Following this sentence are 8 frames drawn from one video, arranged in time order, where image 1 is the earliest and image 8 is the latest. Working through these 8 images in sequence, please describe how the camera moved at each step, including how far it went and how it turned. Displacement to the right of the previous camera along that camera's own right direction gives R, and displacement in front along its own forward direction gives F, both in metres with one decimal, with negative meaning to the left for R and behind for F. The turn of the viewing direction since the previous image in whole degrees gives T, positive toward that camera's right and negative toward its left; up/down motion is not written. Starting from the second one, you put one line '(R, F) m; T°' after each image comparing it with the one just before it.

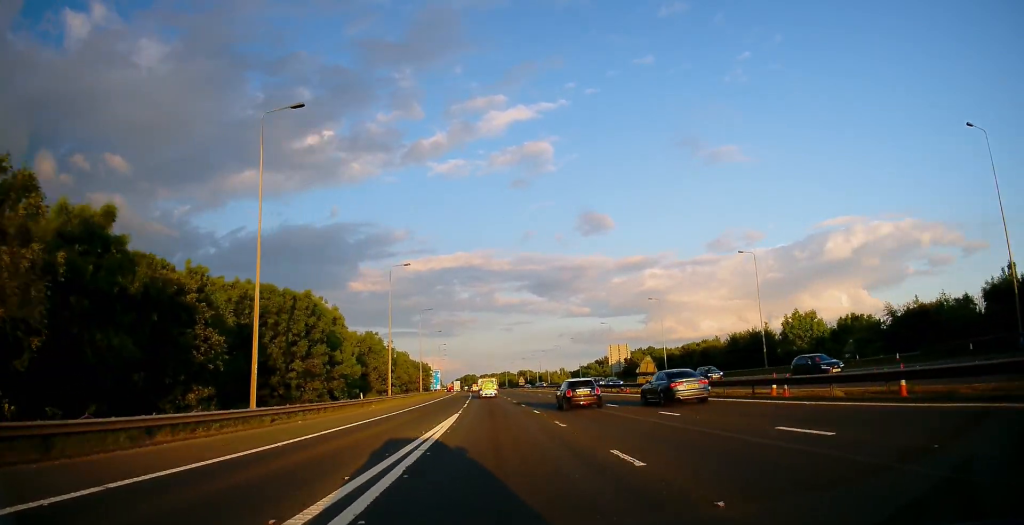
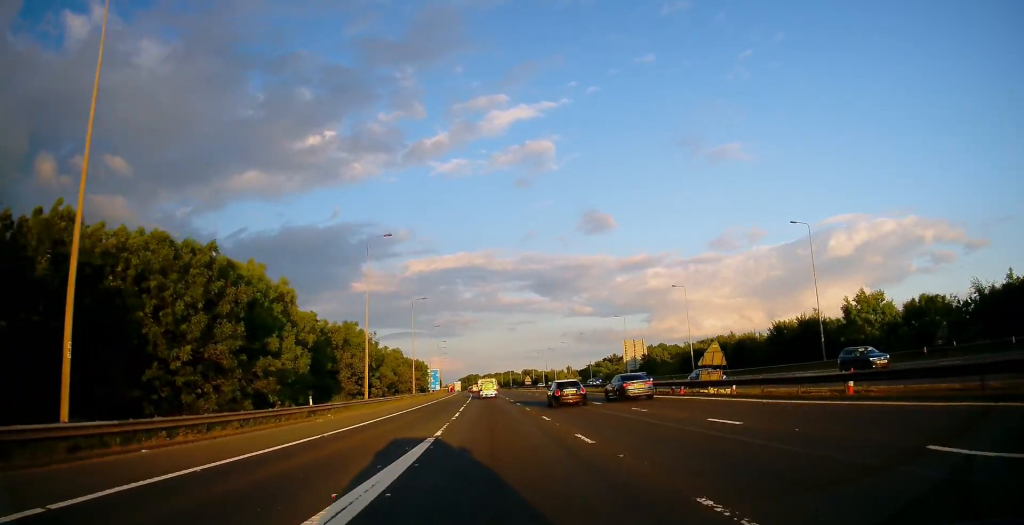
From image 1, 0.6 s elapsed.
(0.0, +14.1) m; 0°
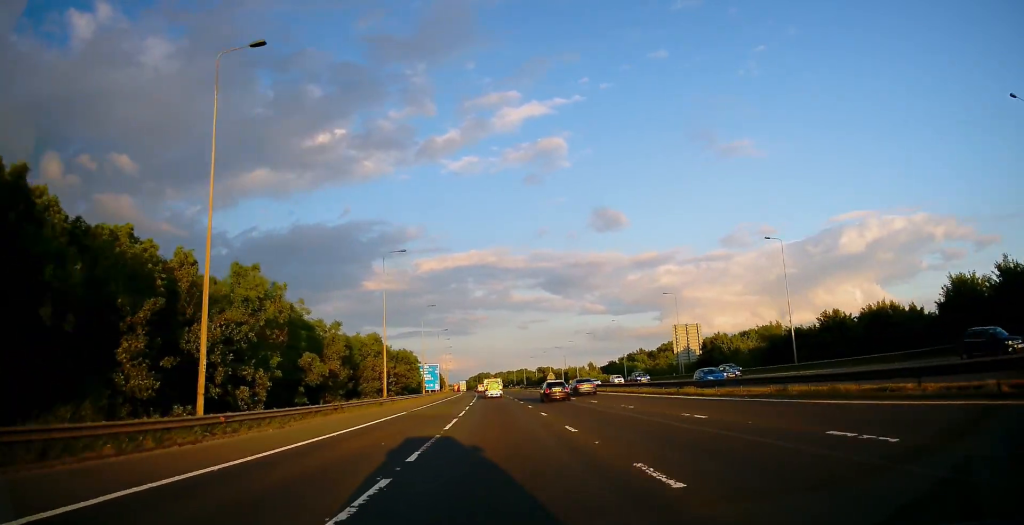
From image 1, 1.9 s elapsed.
(-0.4, +32.1) m; -1°
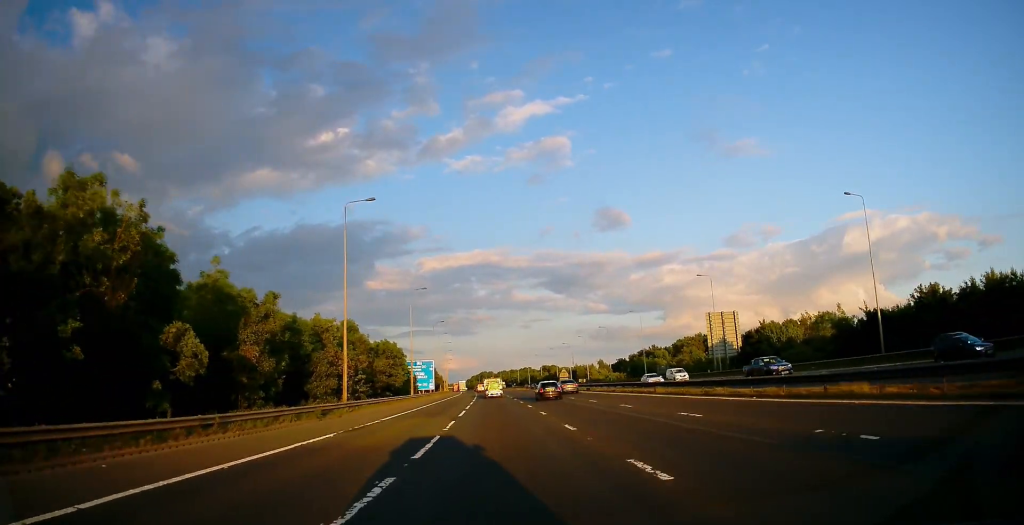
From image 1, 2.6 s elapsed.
(-0.1, +16.4) m; 0°
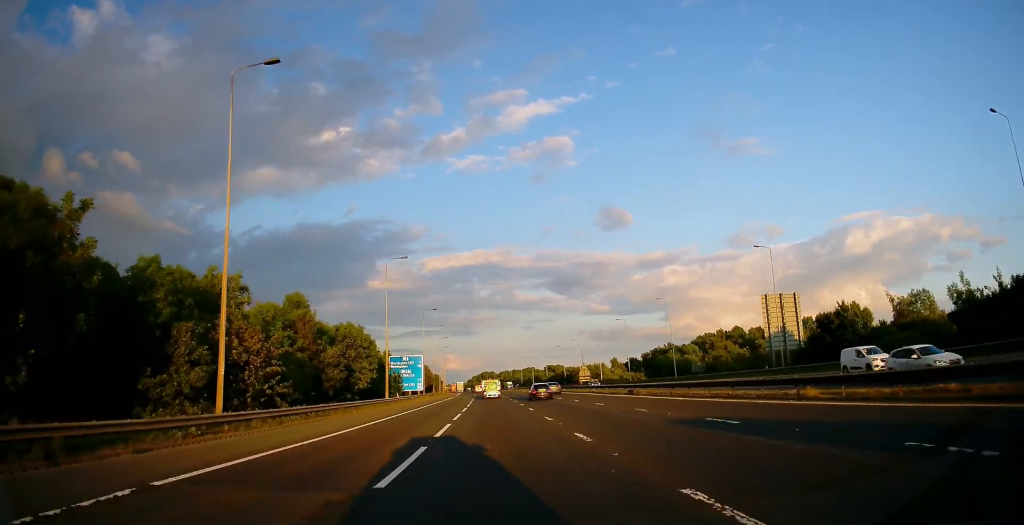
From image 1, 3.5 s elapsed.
(0.0, +20.5) m; 0°
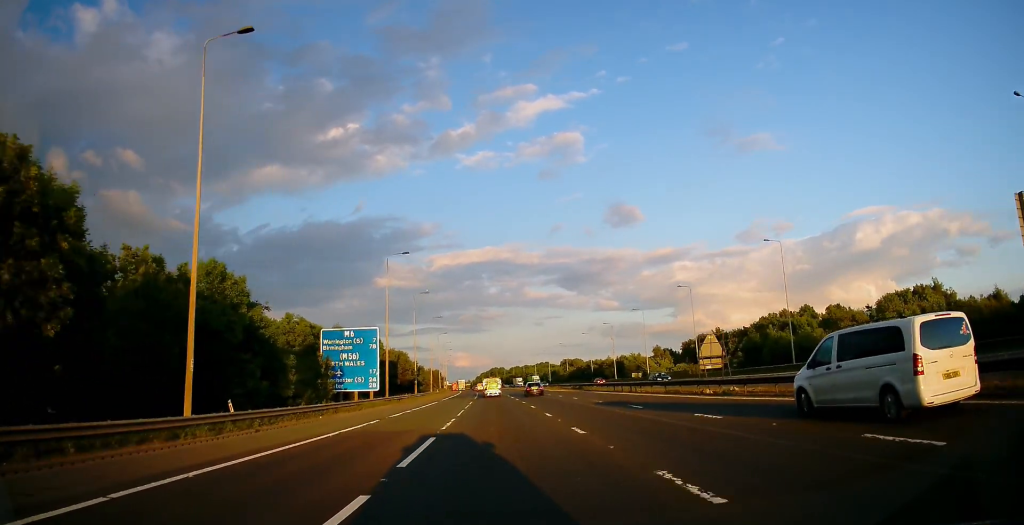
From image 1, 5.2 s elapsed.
(-0.6, +41.2) m; -1°
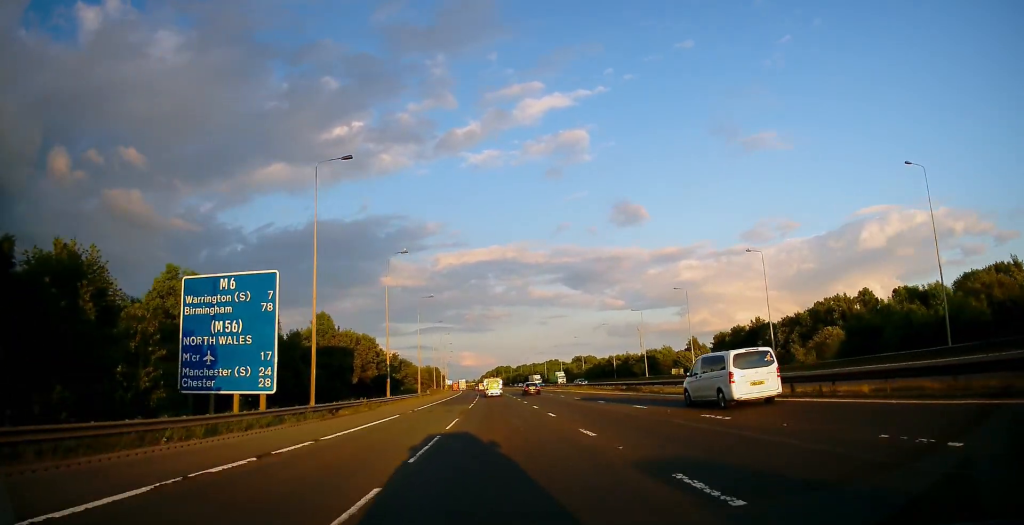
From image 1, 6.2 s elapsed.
(0.0, +24.4) m; 0°
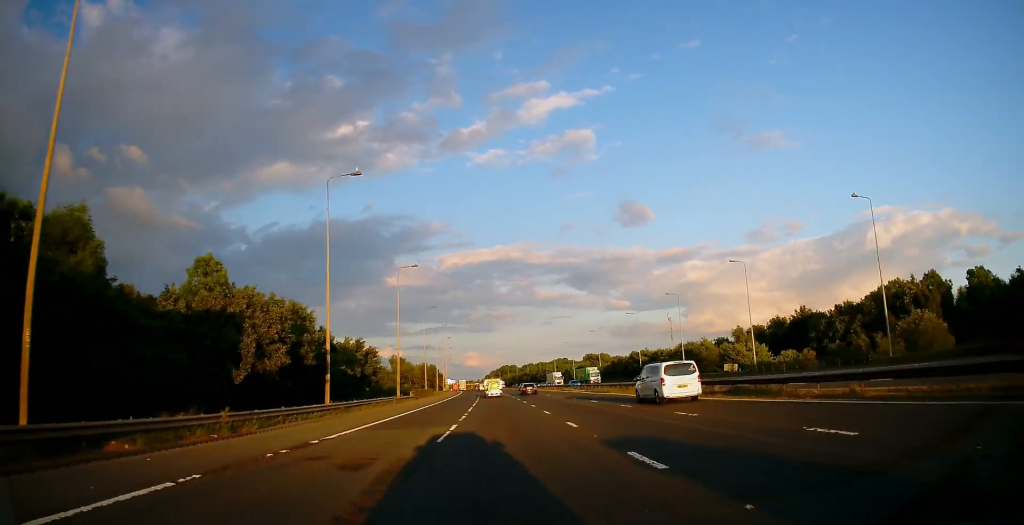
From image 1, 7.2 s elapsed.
(-0.1, +21.1) m; -1°
